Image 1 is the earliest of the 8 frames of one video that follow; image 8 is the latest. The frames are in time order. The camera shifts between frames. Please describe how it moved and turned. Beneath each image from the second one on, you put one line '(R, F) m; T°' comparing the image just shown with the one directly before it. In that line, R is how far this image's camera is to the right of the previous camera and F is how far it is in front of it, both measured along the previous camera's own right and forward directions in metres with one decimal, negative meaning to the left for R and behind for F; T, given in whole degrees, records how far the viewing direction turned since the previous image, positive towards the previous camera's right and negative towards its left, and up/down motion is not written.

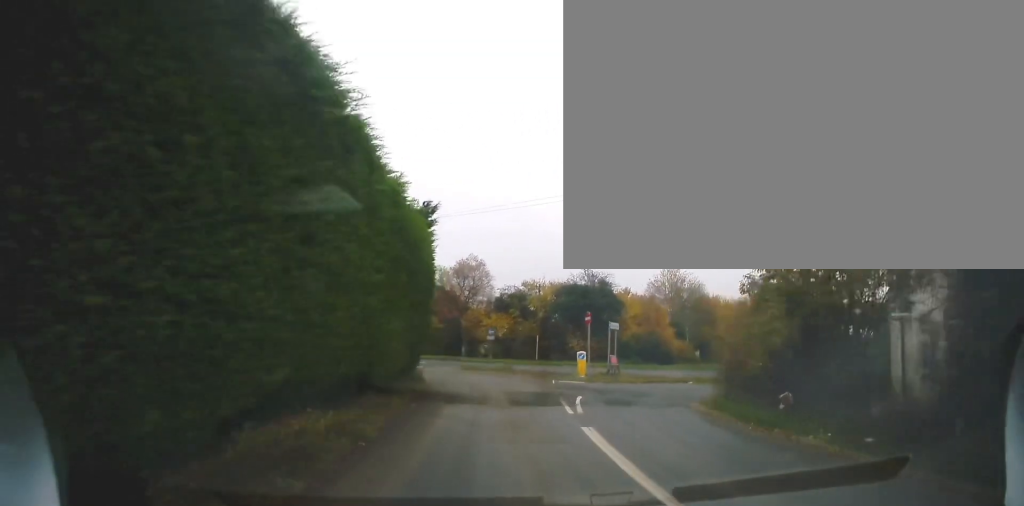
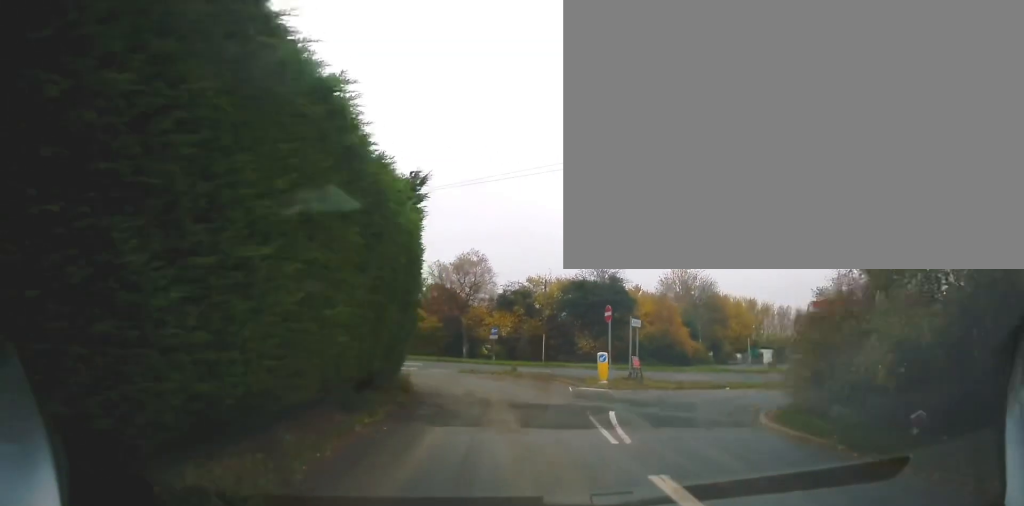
(0.0, +4.3) m; -1°
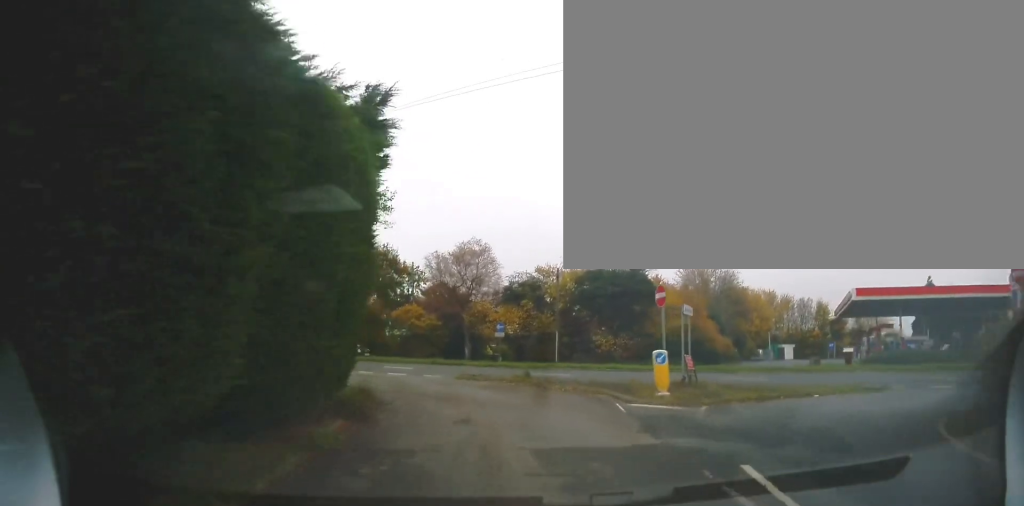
(-0.1, +6.2) m; -4°
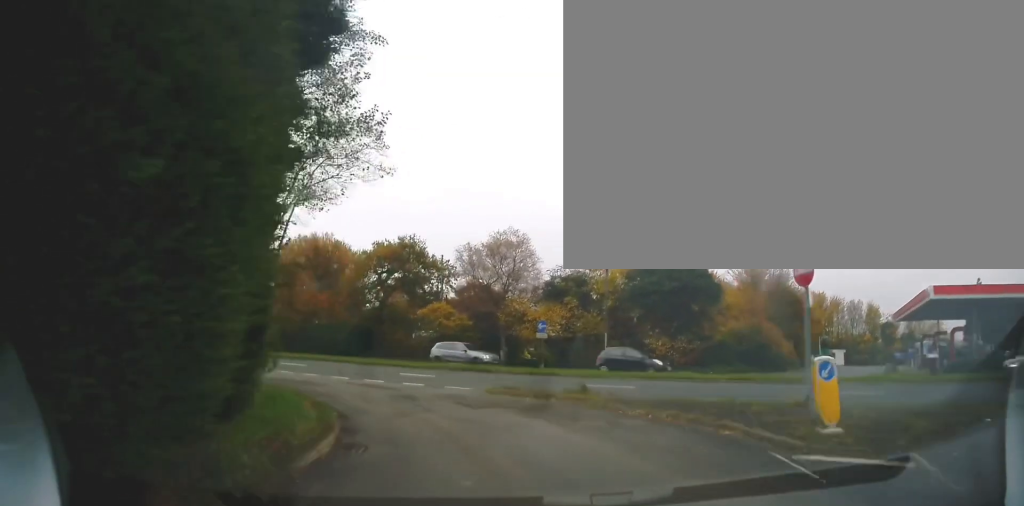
(-0.2, +6.0) m; -5°
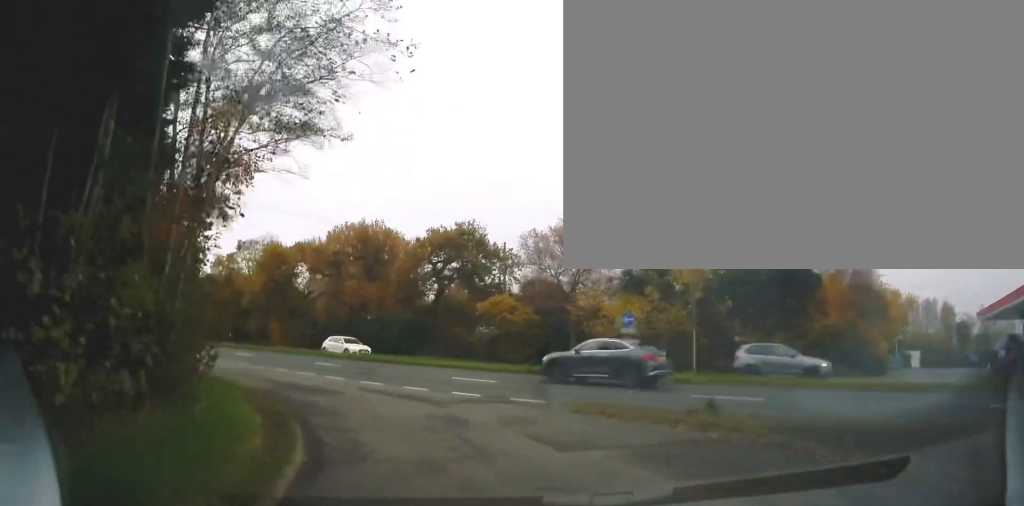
(-0.6, +5.6) m; -3°
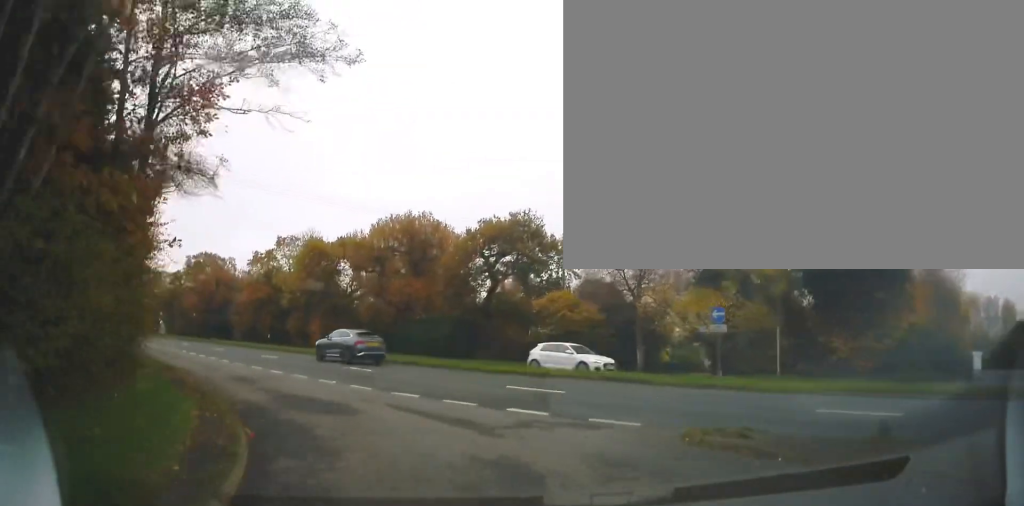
(+0.1, +4.2) m; -5°
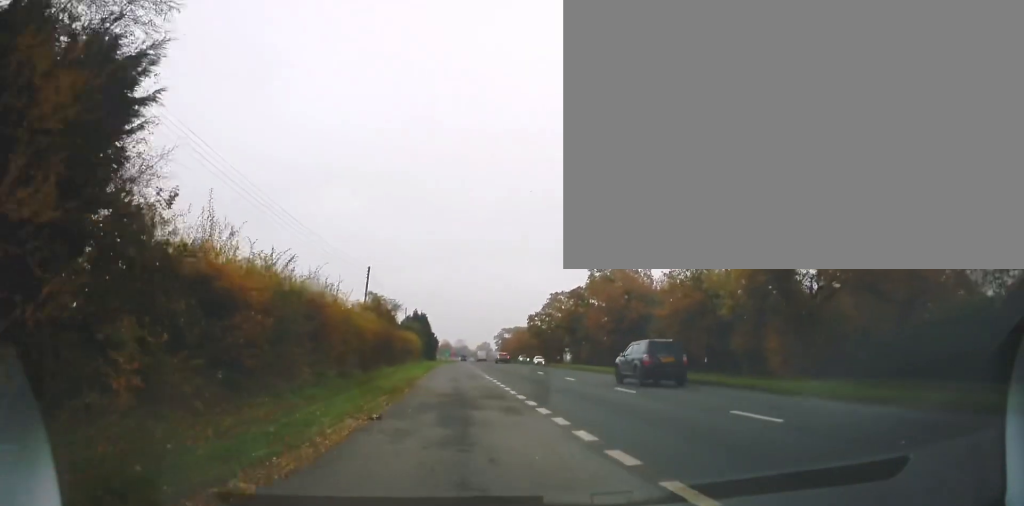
(-6.4, +18.8) m; -36°
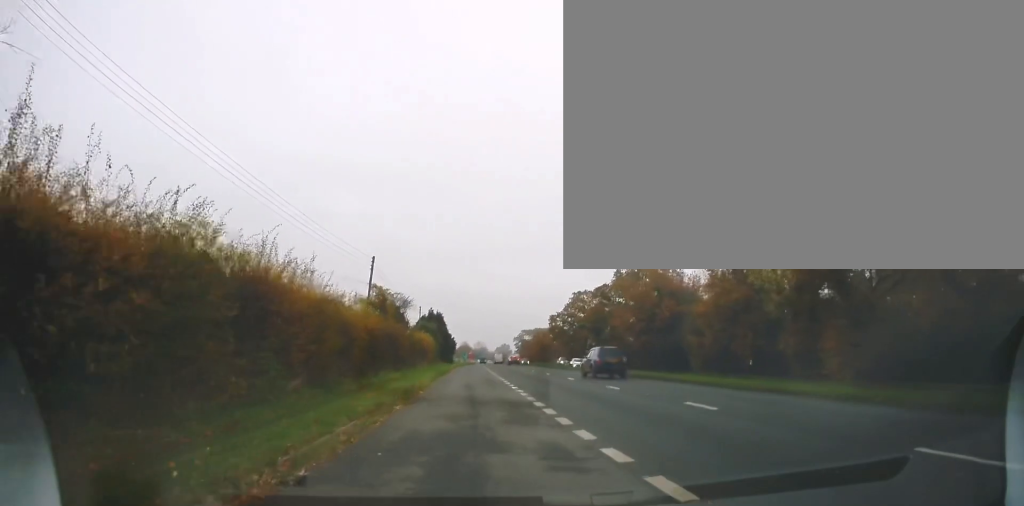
(-0.3, +5.3) m; -4°
